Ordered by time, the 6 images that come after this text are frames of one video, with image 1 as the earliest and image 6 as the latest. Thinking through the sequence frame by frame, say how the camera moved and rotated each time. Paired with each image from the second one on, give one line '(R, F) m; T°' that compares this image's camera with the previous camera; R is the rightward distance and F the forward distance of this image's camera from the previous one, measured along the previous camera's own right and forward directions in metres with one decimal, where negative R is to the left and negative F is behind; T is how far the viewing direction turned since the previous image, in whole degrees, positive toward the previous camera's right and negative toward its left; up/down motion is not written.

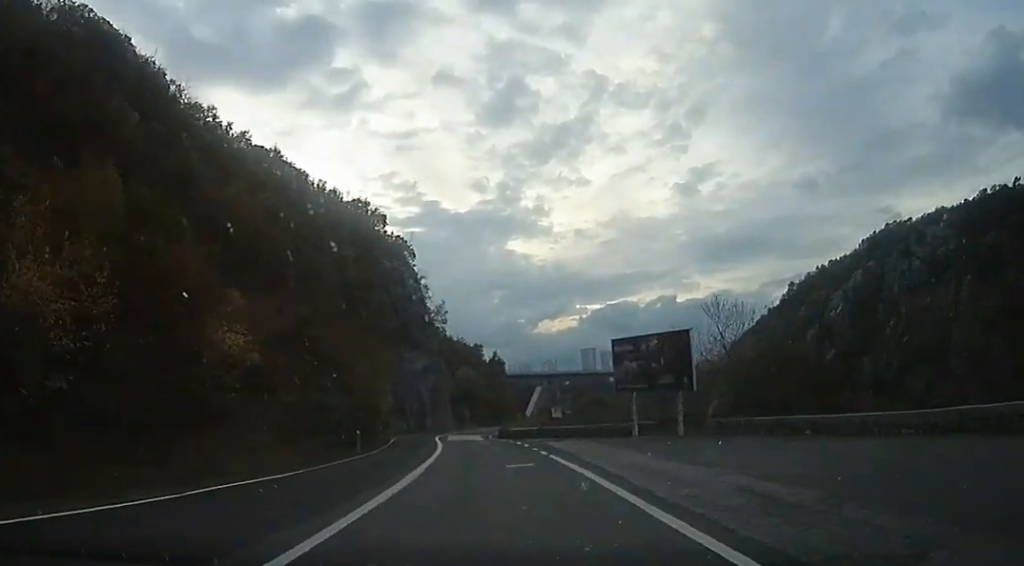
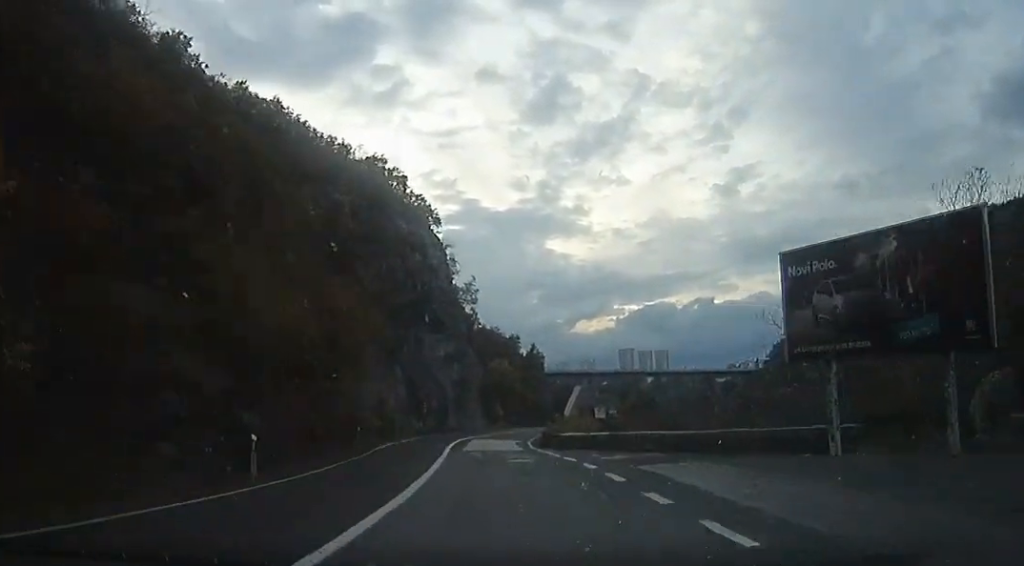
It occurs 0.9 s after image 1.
(0.0, +14.6) m; 0°
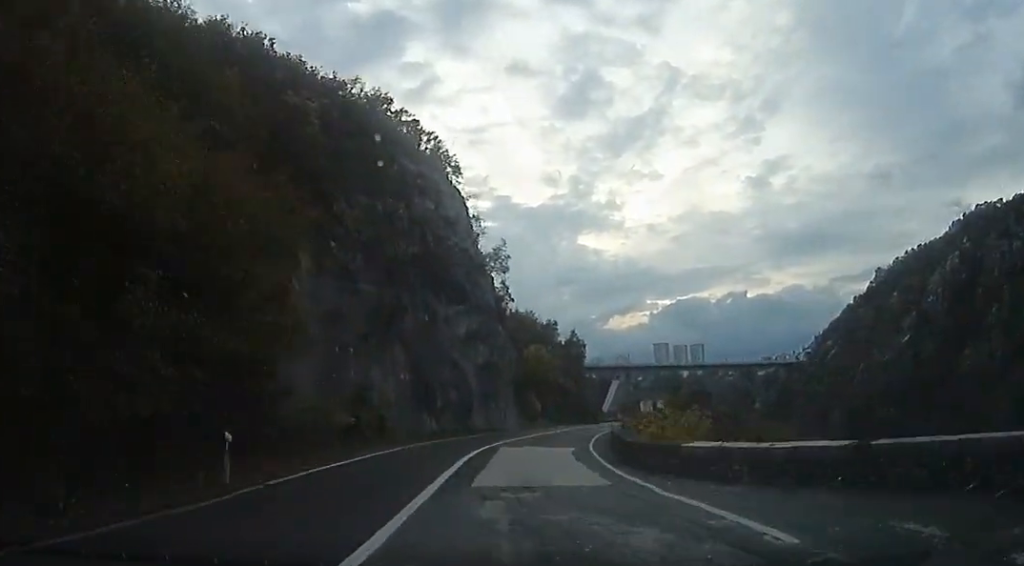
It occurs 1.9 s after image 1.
(0.0, +15.1) m; 0°
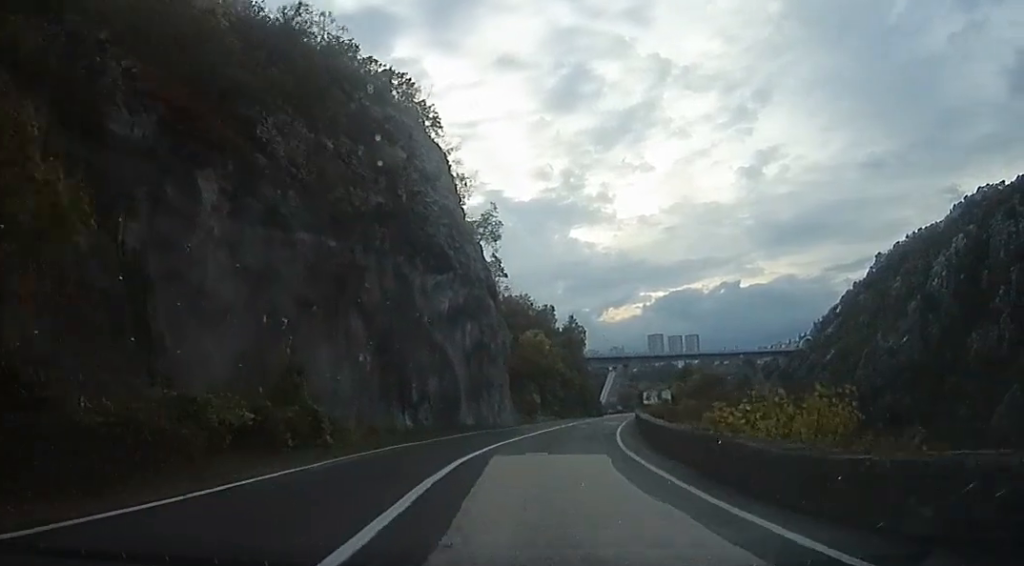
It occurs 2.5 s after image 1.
(0.0, +9.3) m; 0°
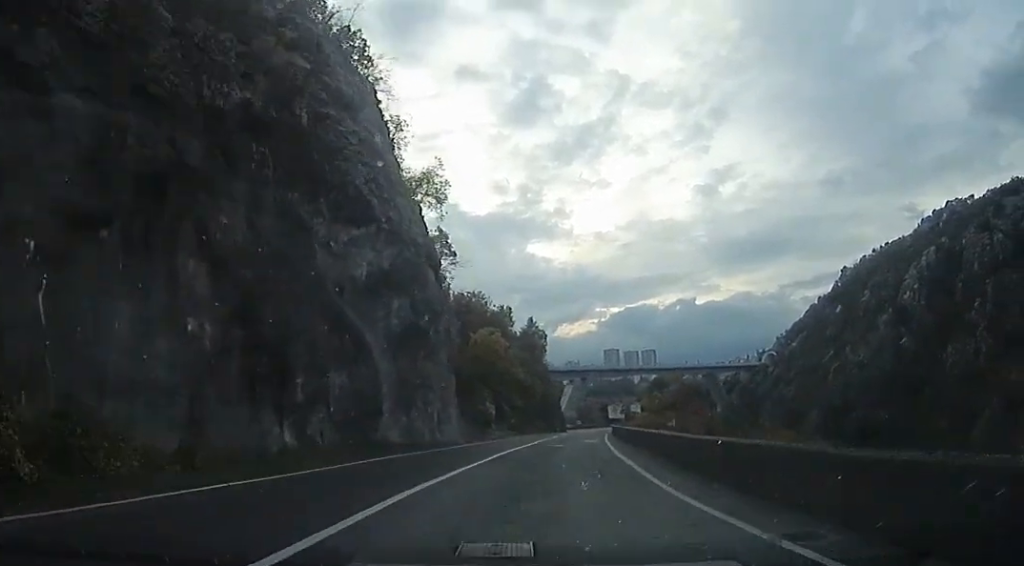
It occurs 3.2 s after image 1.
(0.0, +12.3) m; 0°
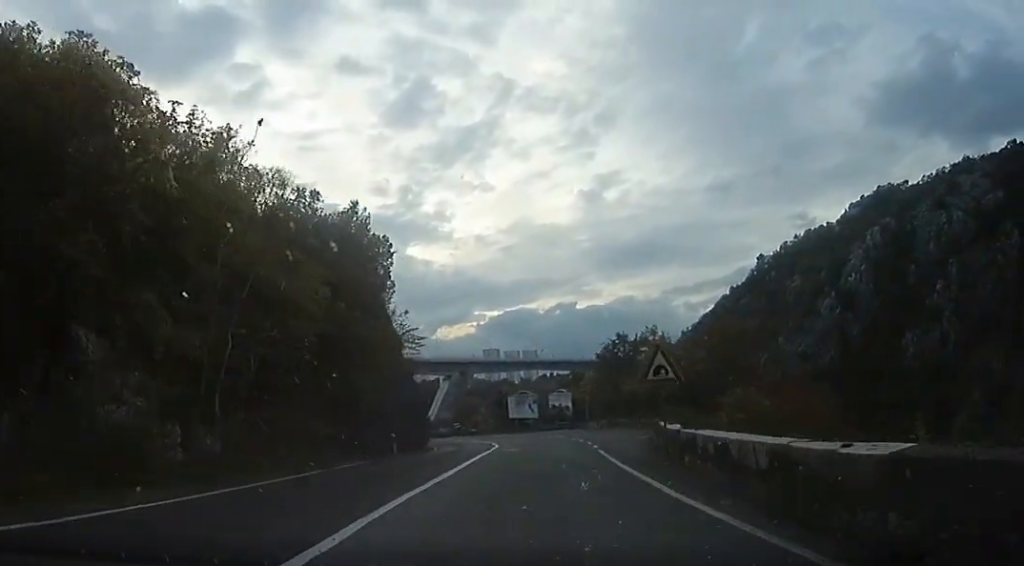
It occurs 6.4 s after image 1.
(0.0, +51.1) m; 0°
